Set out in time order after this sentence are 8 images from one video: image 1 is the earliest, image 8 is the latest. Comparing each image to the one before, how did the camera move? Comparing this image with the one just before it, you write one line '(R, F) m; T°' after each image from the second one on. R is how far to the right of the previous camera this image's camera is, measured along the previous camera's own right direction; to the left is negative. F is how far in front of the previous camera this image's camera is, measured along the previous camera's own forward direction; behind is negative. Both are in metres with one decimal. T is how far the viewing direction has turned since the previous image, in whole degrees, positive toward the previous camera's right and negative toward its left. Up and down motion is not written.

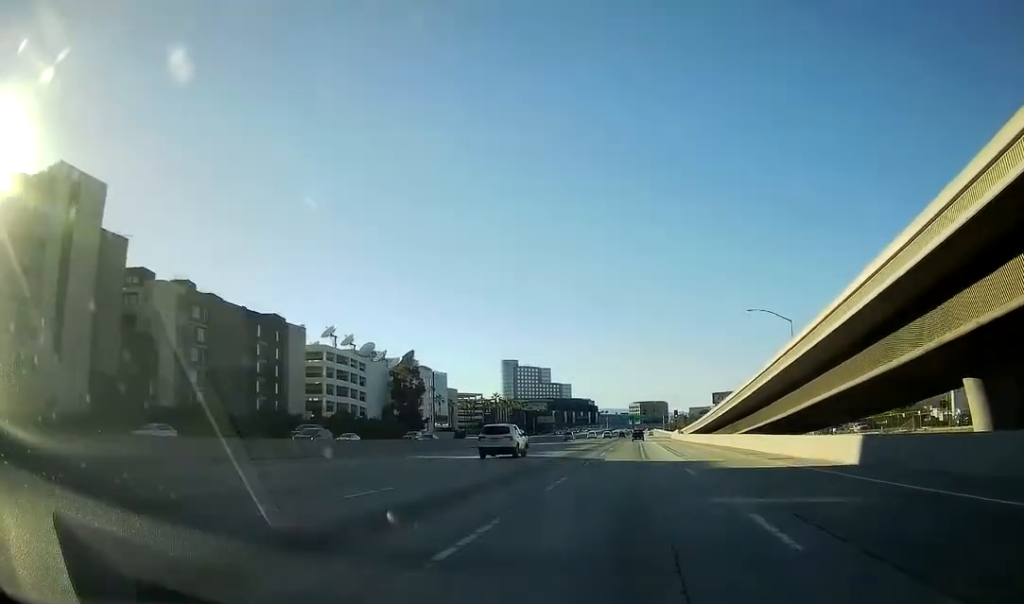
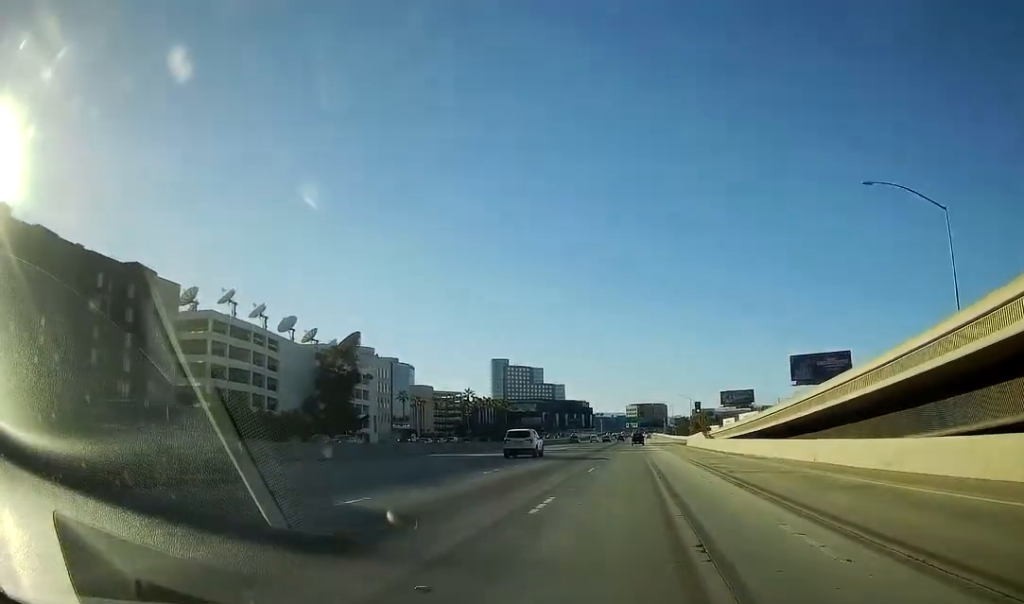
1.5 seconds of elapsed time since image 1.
(+0.1, +44.8) m; 0°
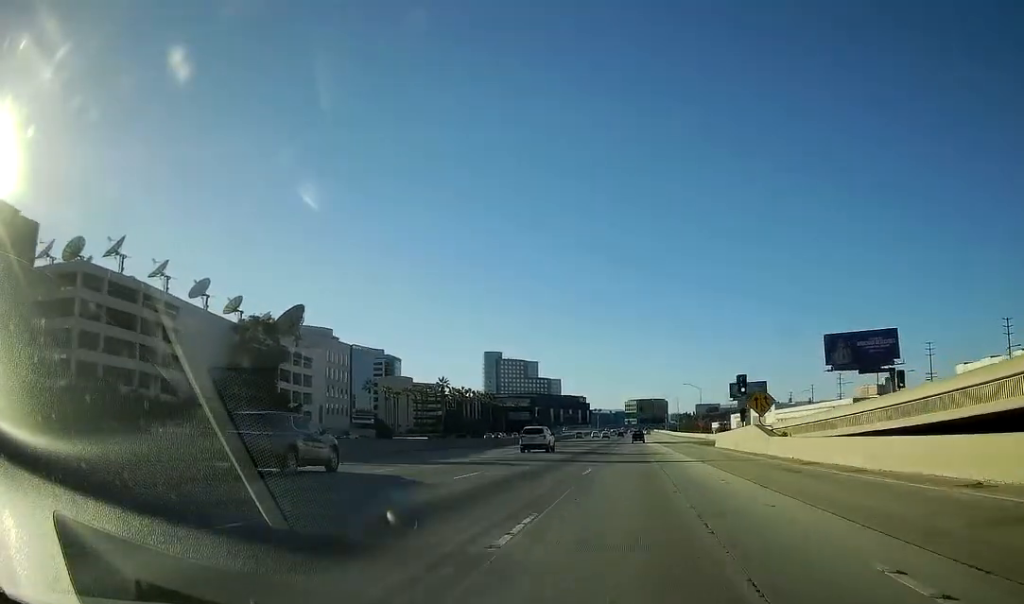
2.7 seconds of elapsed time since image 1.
(-0.2, +33.0) m; 0°
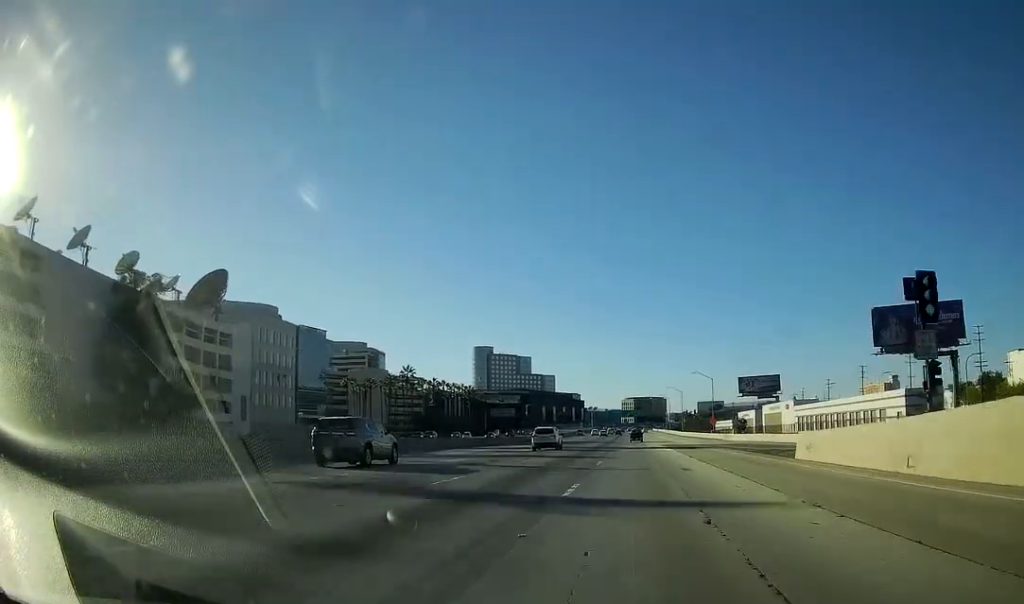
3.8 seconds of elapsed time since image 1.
(+0.1, +31.8) m; 0°
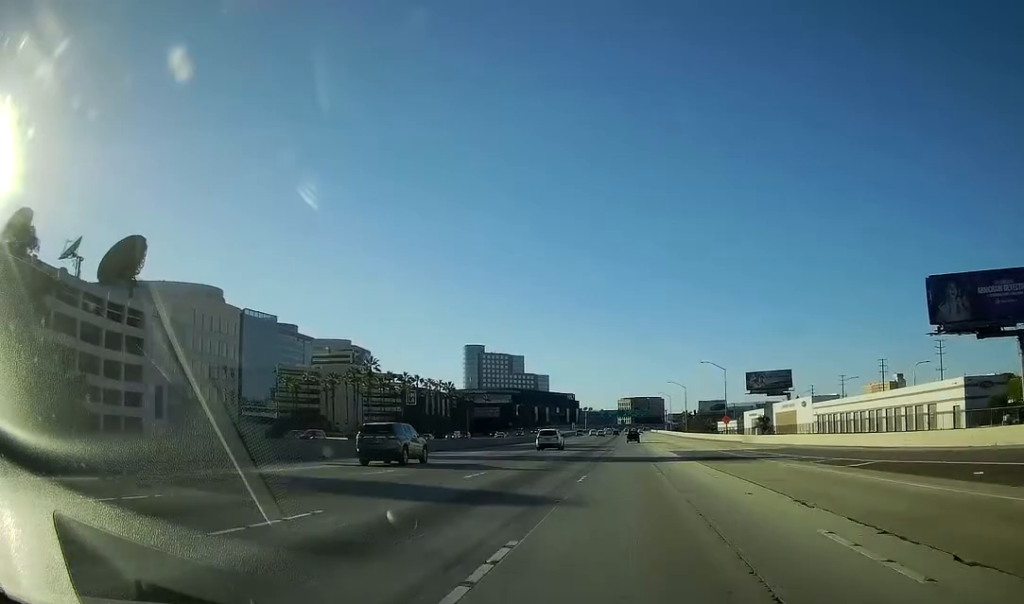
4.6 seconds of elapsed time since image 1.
(-0.3, +24.9) m; +1°
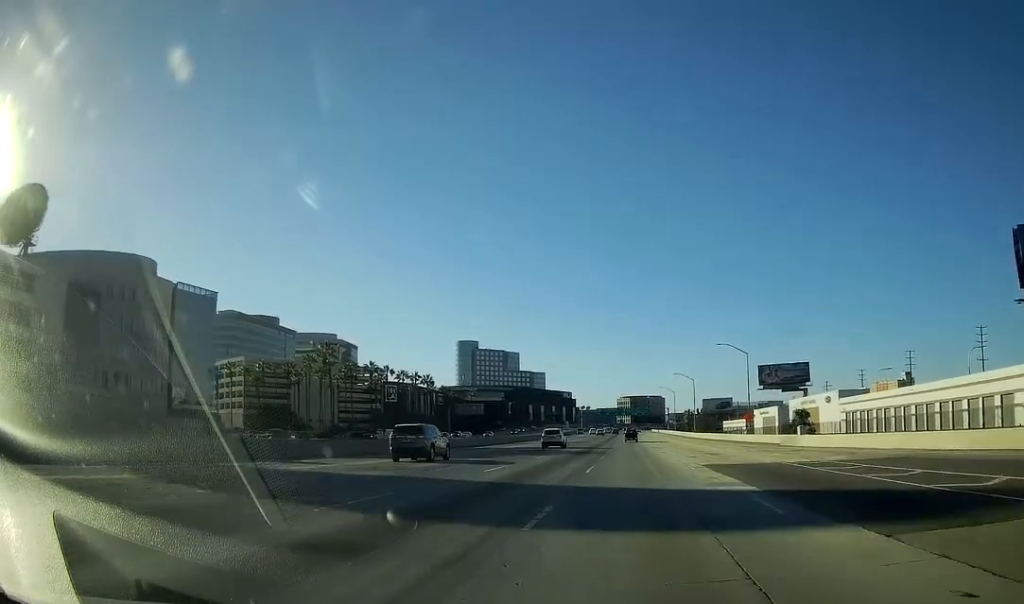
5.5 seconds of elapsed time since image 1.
(+0.5, +24.6) m; +1°
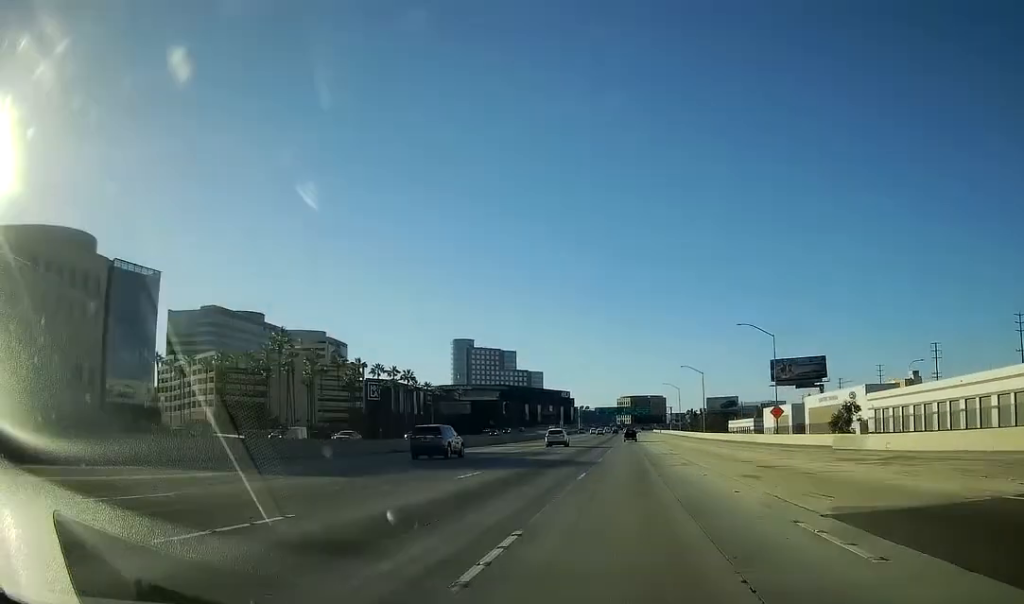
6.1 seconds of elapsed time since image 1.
(+0.1, +18.0) m; 0°
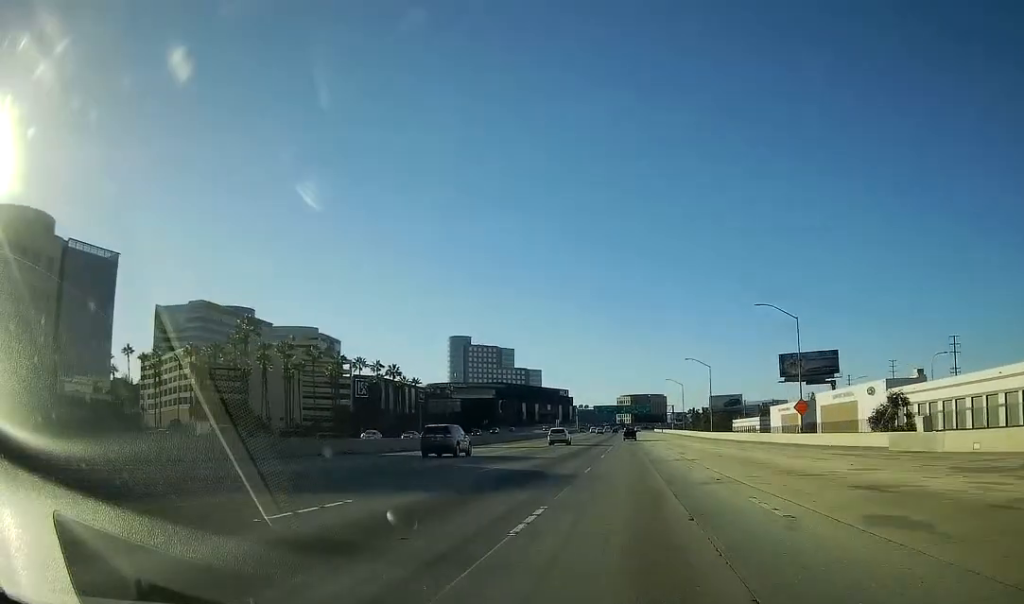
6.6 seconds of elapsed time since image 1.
(+0.1, +12.3) m; 0°
